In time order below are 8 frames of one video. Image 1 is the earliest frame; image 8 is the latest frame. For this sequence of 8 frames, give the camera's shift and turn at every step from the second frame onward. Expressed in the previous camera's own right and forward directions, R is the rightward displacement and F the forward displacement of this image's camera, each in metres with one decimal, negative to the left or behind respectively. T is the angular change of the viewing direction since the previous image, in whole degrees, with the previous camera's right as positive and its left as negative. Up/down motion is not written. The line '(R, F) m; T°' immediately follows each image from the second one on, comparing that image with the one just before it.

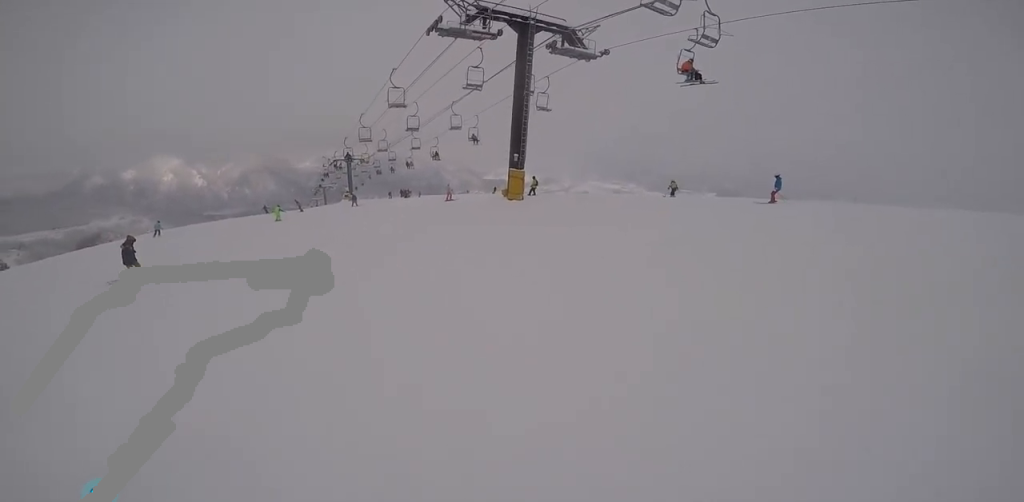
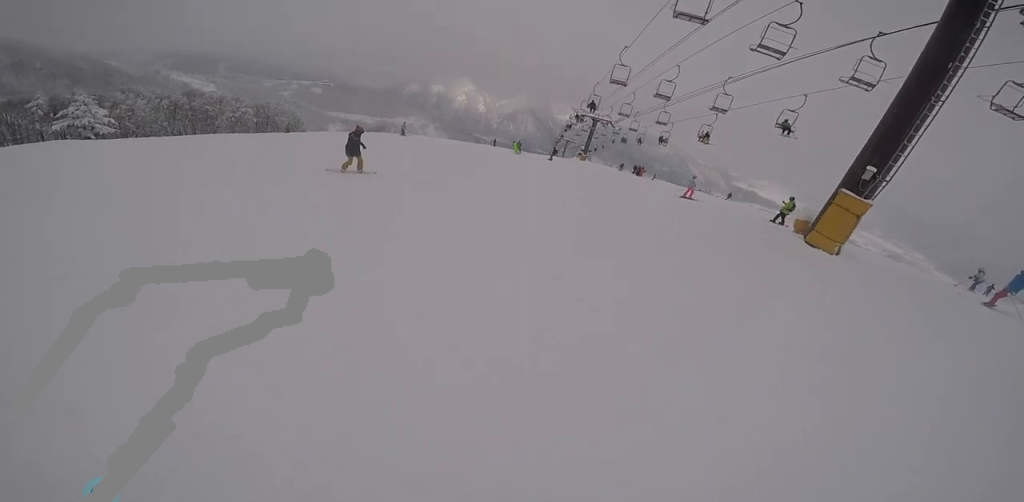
(-1.3, +8.7) m; -16°
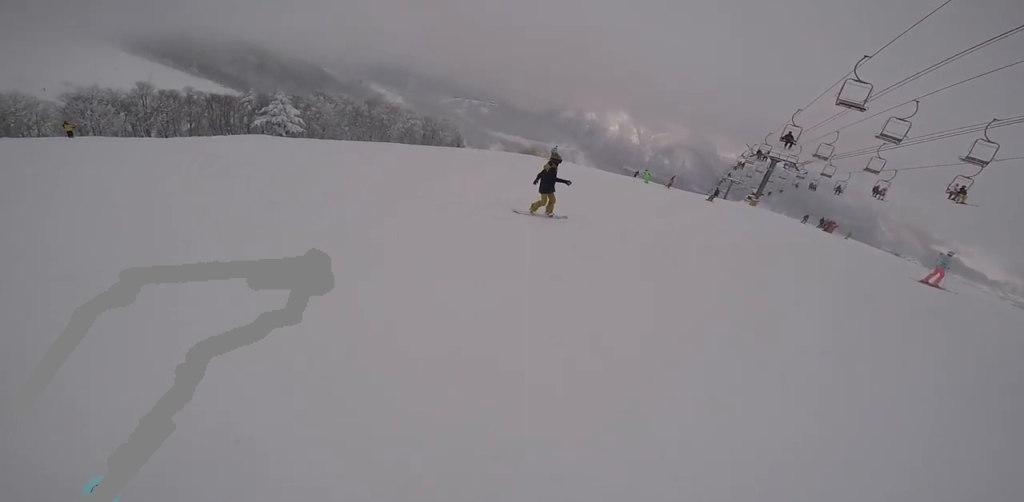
(-0.4, +4.9) m; -7°
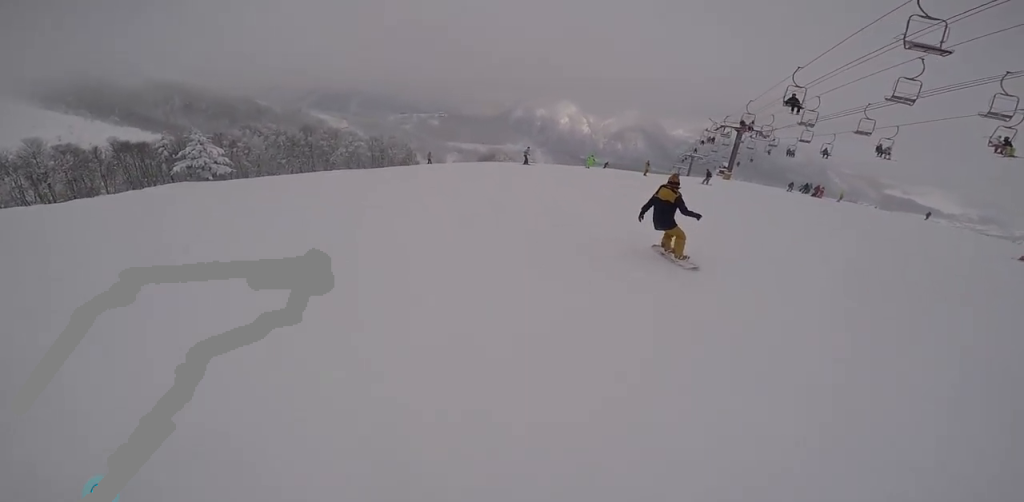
(-0.5, +5.3) m; -3°
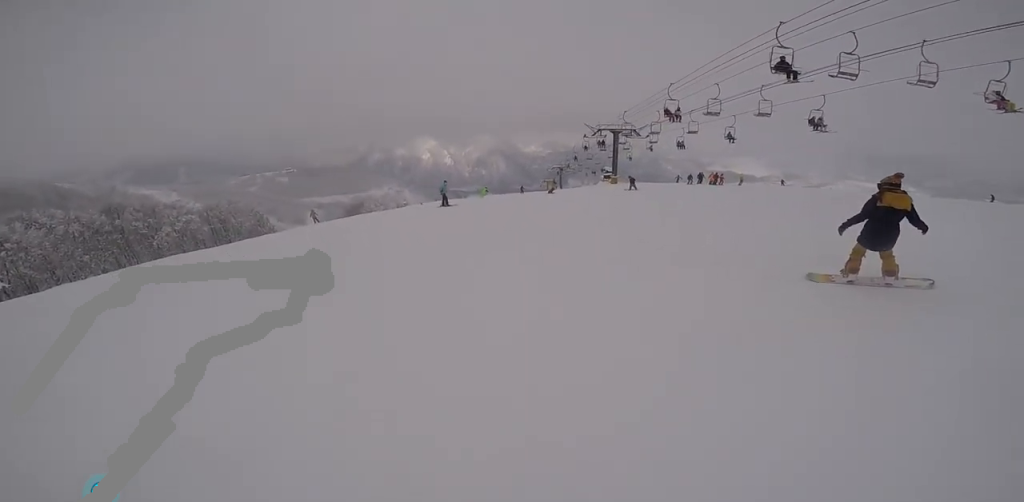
(+0.4, +8.2) m; +10°
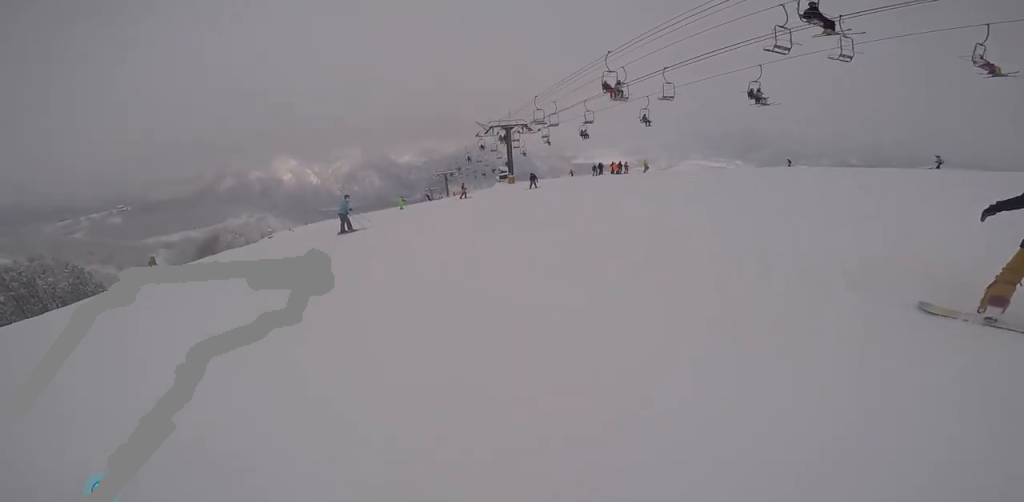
(0.0, +5.7) m; +19°
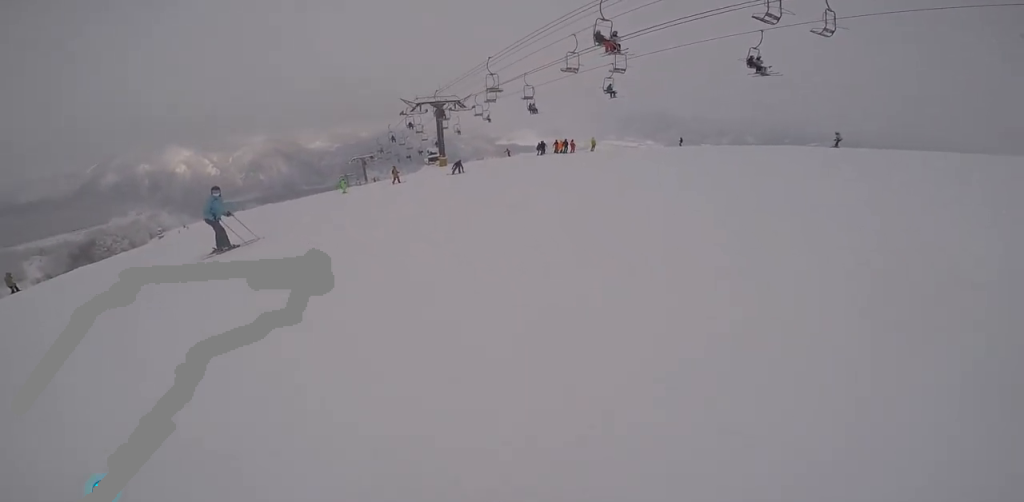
(+1.7, +4.5) m; +13°
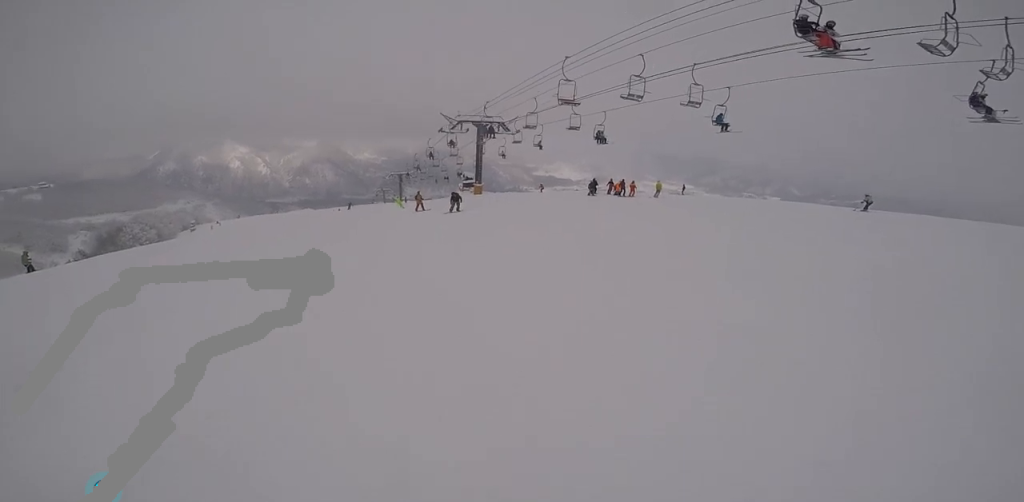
(+0.2, +6.4) m; -1°
